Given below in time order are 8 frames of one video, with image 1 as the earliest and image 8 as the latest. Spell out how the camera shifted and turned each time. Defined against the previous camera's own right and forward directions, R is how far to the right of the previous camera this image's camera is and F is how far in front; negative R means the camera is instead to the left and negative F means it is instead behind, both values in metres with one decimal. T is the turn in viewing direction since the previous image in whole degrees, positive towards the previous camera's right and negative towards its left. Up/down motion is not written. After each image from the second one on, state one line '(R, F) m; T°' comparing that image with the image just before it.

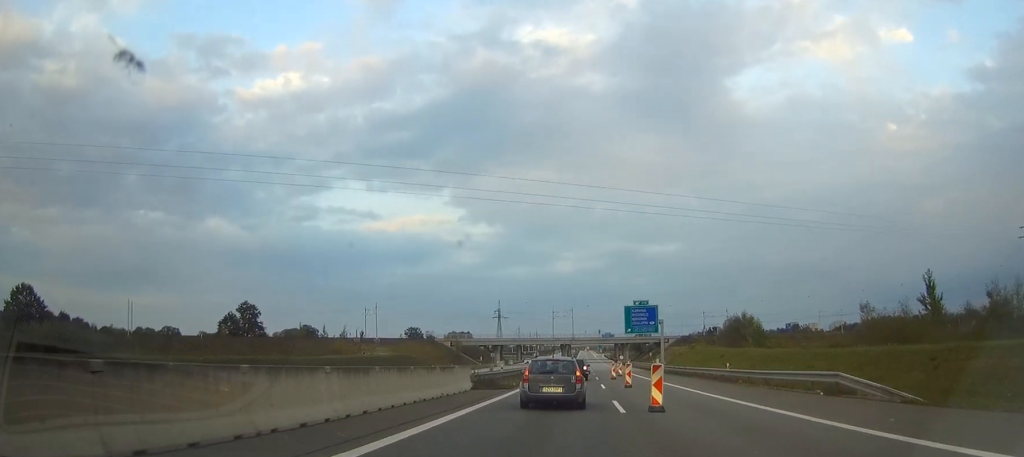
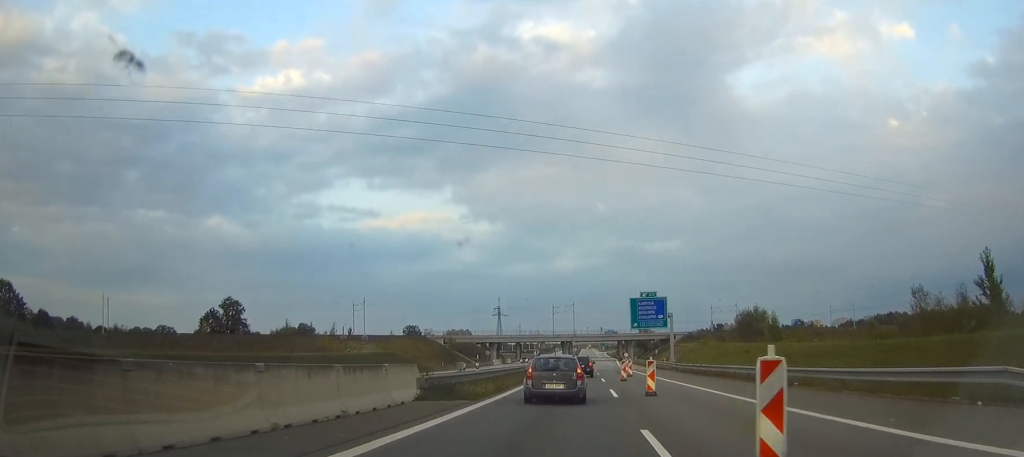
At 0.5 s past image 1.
(0.0, +12.0) m; 0°
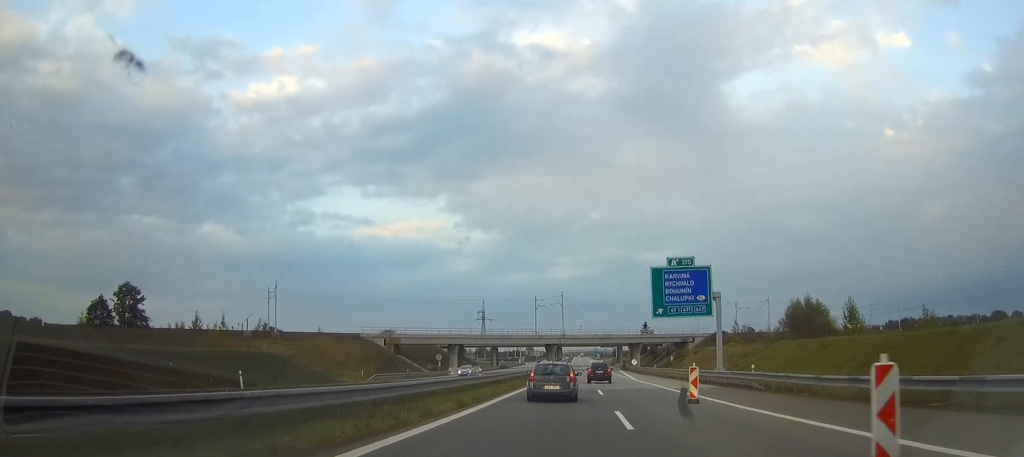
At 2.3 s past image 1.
(0.0, +47.5) m; 0°
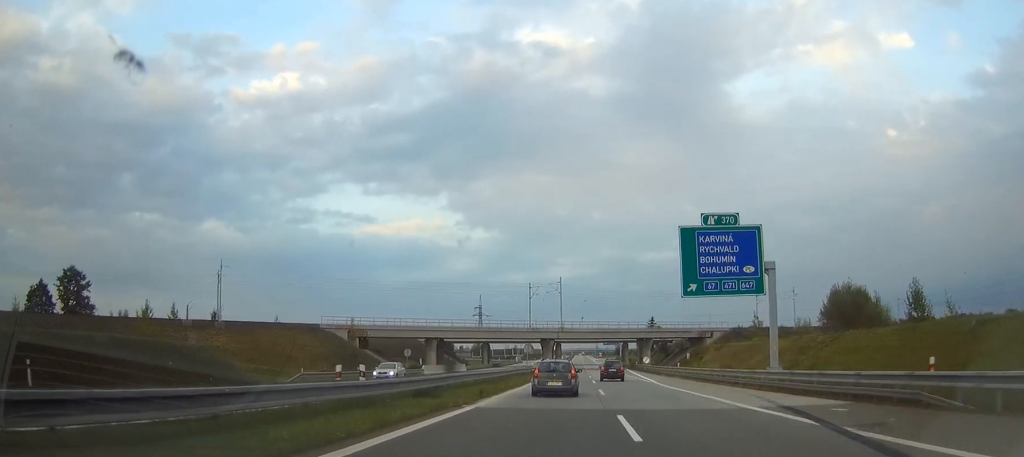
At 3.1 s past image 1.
(+0.1, +20.5) m; 0°
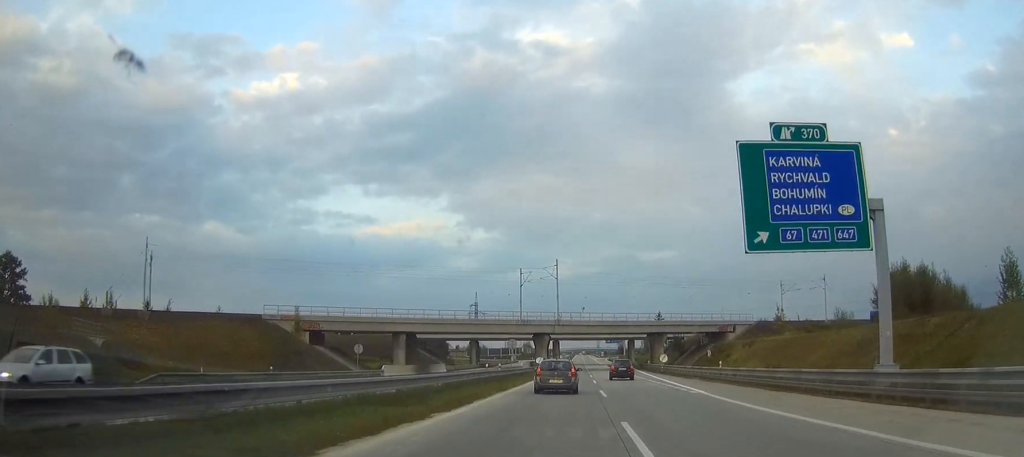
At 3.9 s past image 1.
(-0.1, +19.8) m; 0°
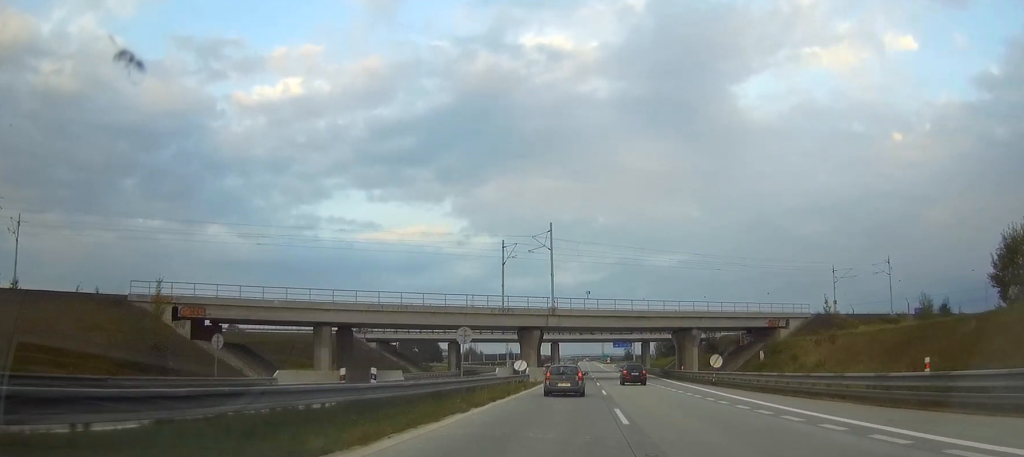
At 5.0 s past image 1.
(-0.1, +28.0) m; 0°
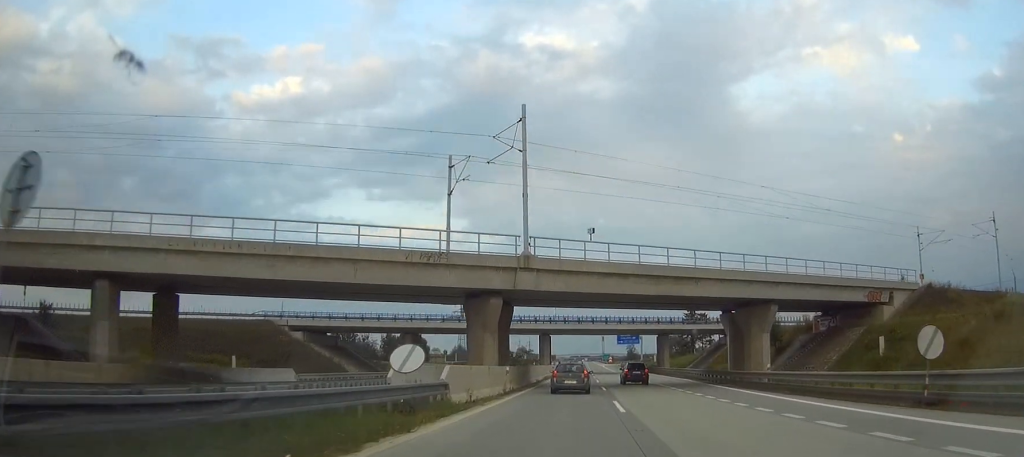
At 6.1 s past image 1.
(+0.1, +30.6) m; 0°
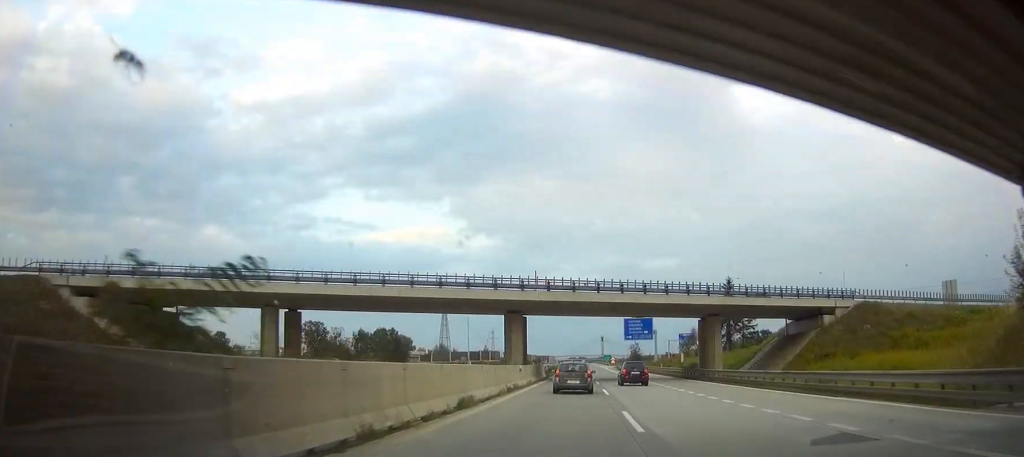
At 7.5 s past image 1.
(0.0, +41.1) m; 0°
